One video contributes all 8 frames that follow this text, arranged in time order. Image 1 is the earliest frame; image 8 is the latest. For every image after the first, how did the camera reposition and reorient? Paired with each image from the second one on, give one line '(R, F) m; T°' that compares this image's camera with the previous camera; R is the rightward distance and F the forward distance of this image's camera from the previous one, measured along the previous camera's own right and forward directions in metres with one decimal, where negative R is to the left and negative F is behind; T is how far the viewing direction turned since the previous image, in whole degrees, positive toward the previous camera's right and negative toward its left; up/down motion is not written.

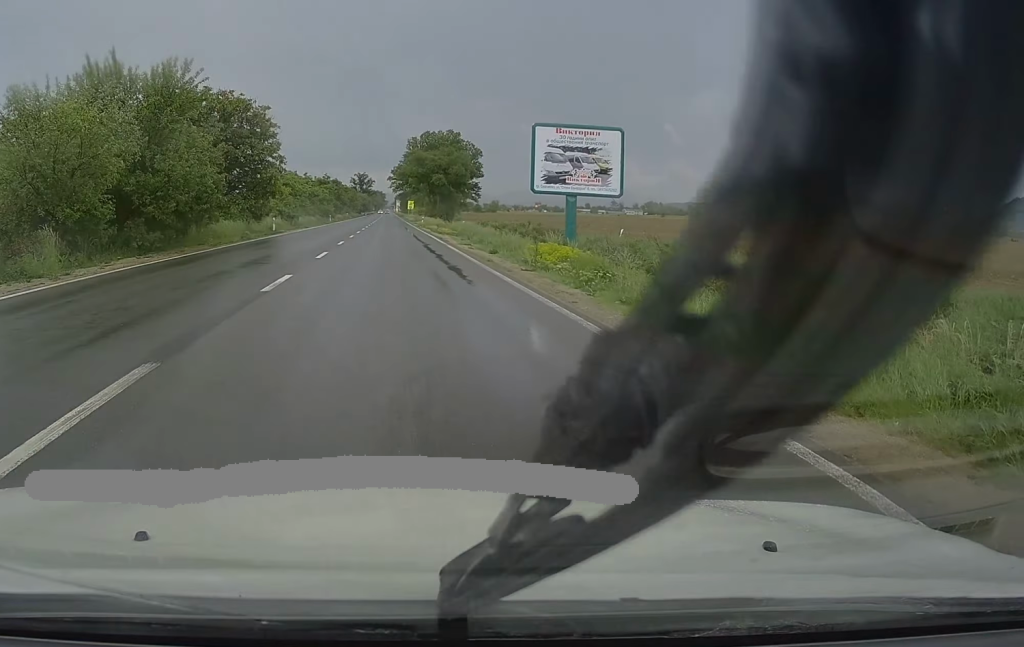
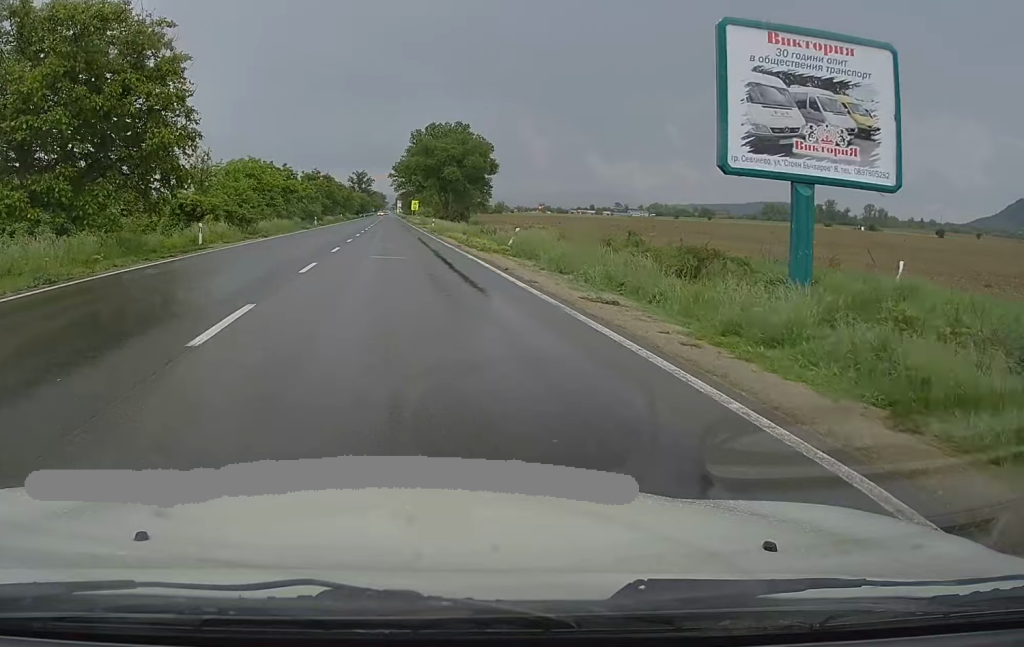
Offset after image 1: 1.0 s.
(0.0, +22.5) m; -1°
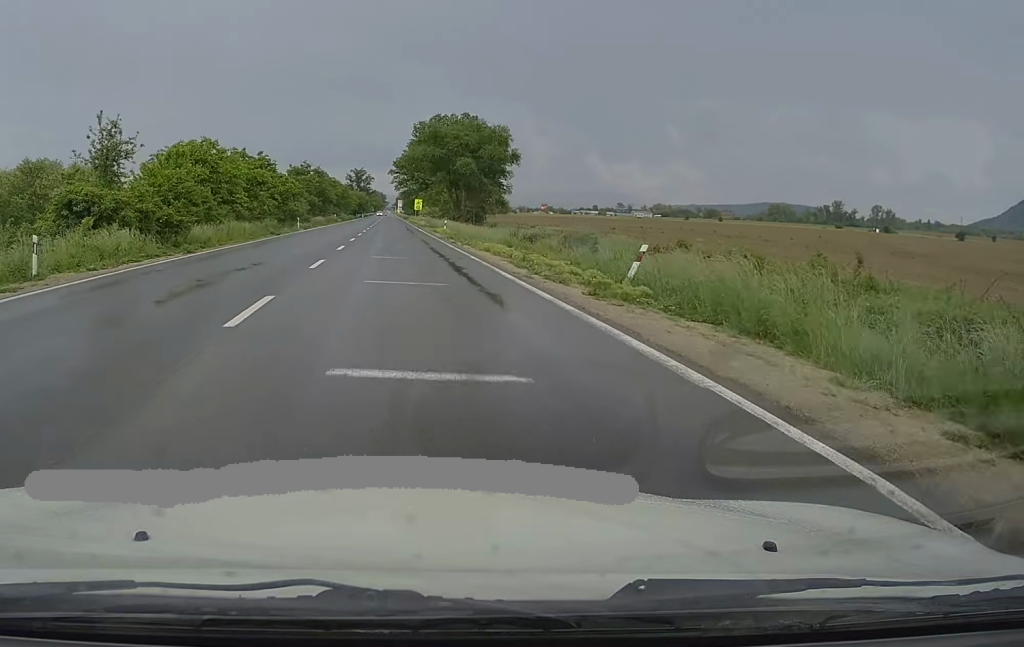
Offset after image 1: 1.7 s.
(-0.1, +16.5) m; 0°
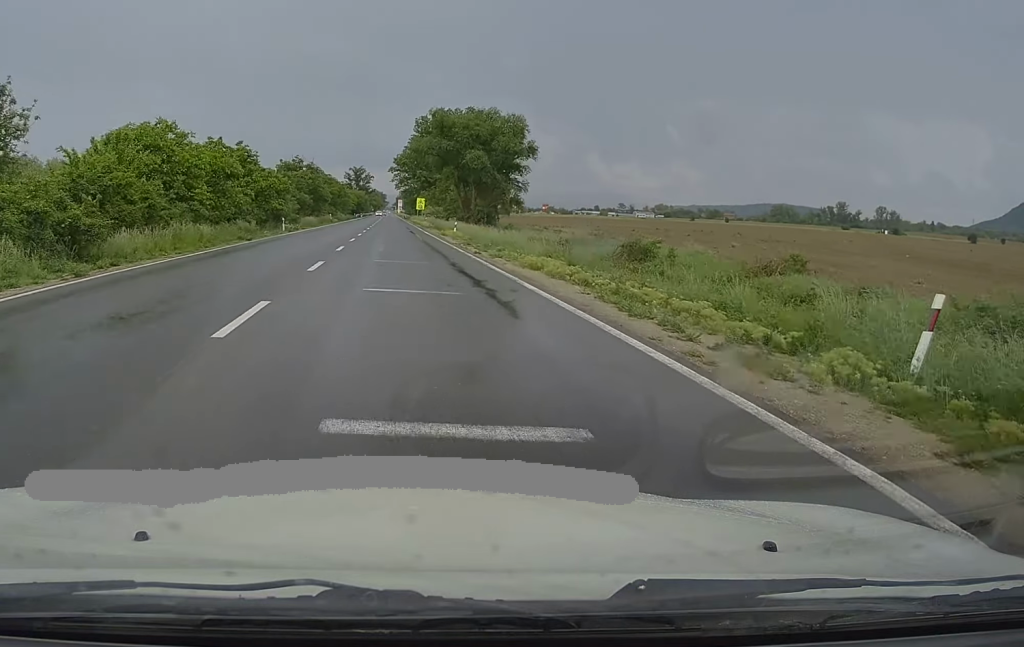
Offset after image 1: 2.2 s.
(0.0, +9.7) m; 0°
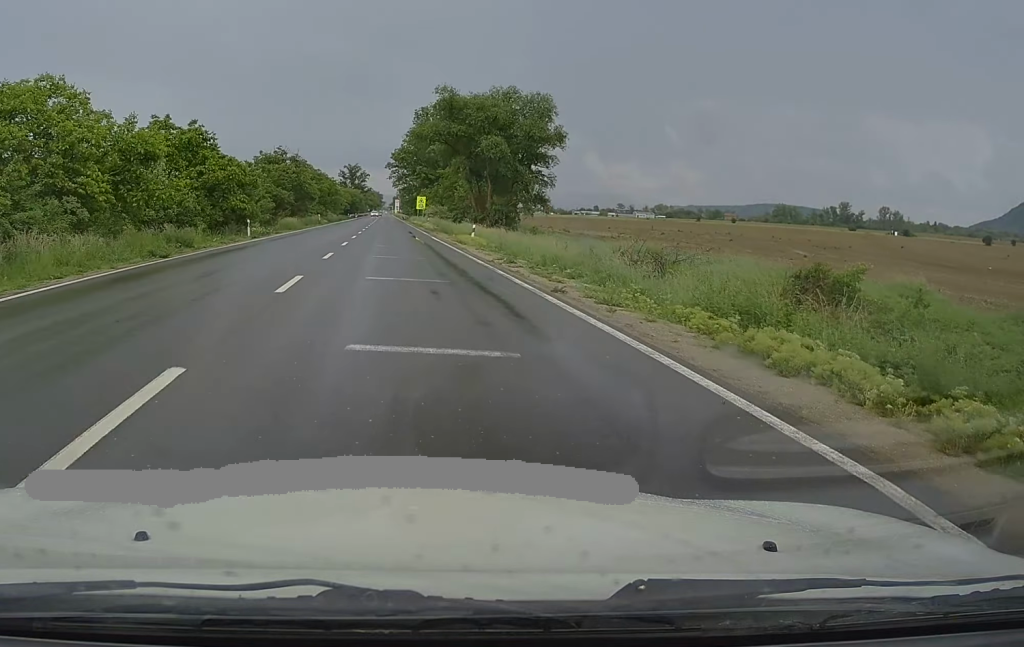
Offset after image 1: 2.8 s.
(0.0, +13.4) m; 0°
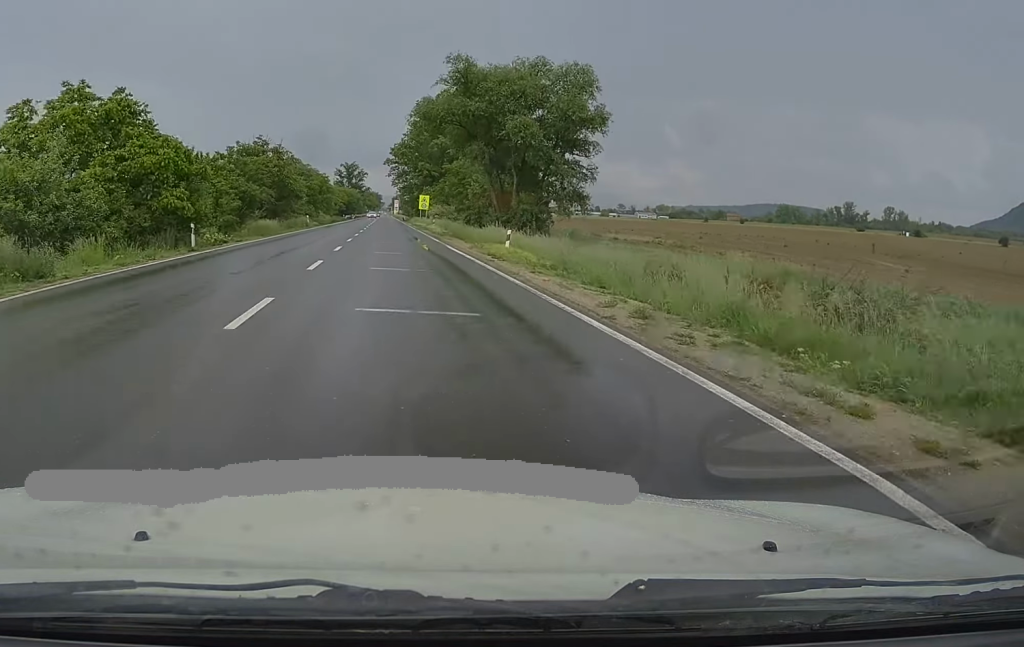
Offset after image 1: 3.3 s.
(+0.1, +12.6) m; 0°
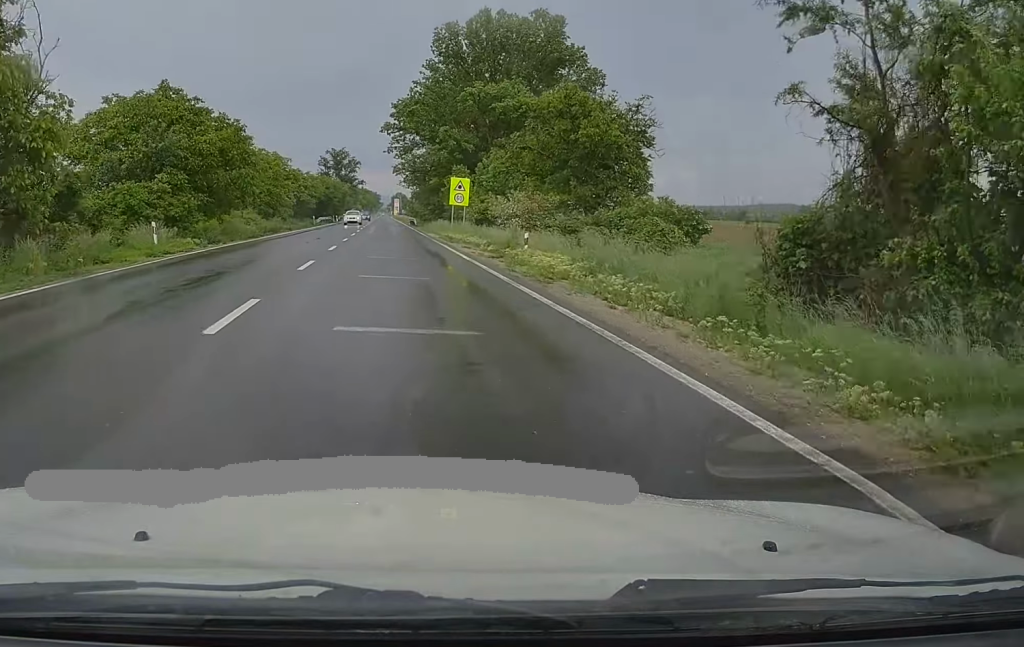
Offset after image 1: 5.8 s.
(+0.2, +53.1) m; 0°
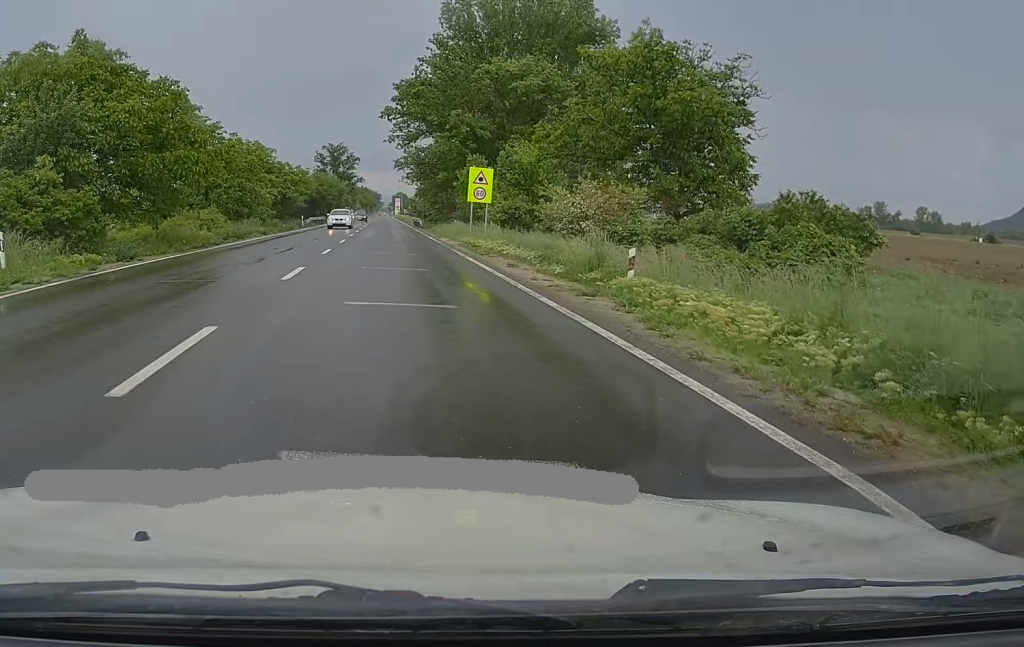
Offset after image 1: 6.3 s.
(-0.1, +11.6) m; 0°
